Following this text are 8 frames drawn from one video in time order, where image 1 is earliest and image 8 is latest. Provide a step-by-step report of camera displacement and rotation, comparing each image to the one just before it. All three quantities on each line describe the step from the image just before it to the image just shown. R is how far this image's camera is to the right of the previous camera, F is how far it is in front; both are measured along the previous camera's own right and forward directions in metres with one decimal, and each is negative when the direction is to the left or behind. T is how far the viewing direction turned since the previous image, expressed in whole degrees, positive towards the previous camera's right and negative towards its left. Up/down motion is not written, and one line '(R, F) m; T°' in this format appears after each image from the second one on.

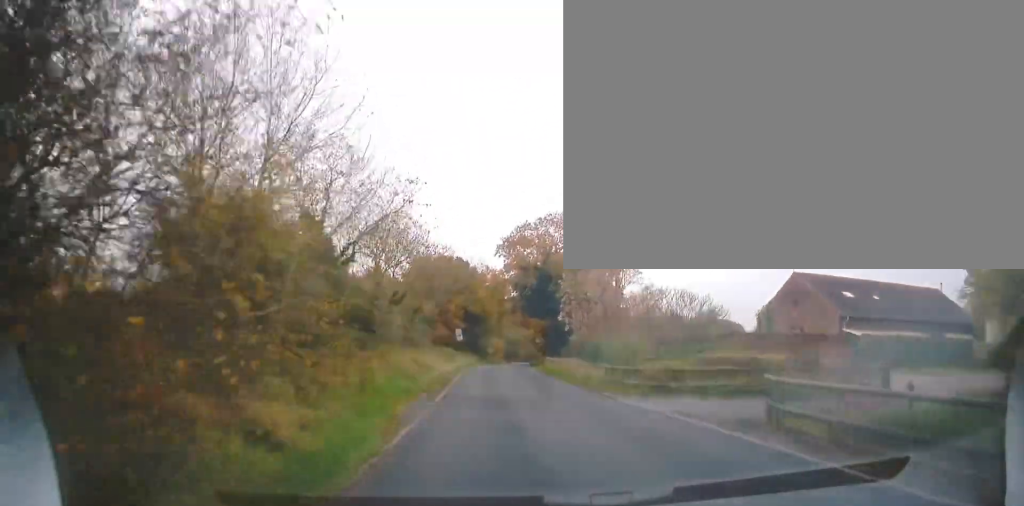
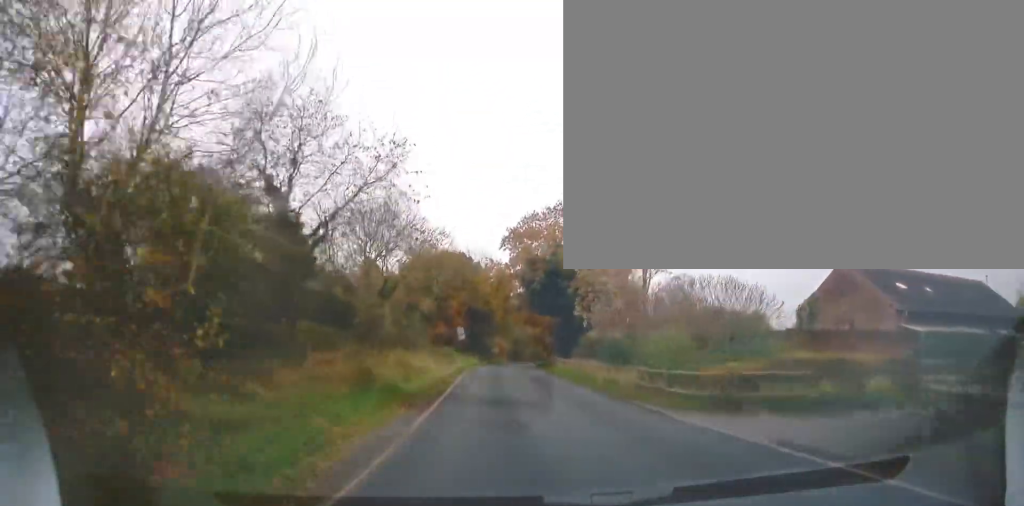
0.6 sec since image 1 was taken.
(-0.1, +4.8) m; -1°
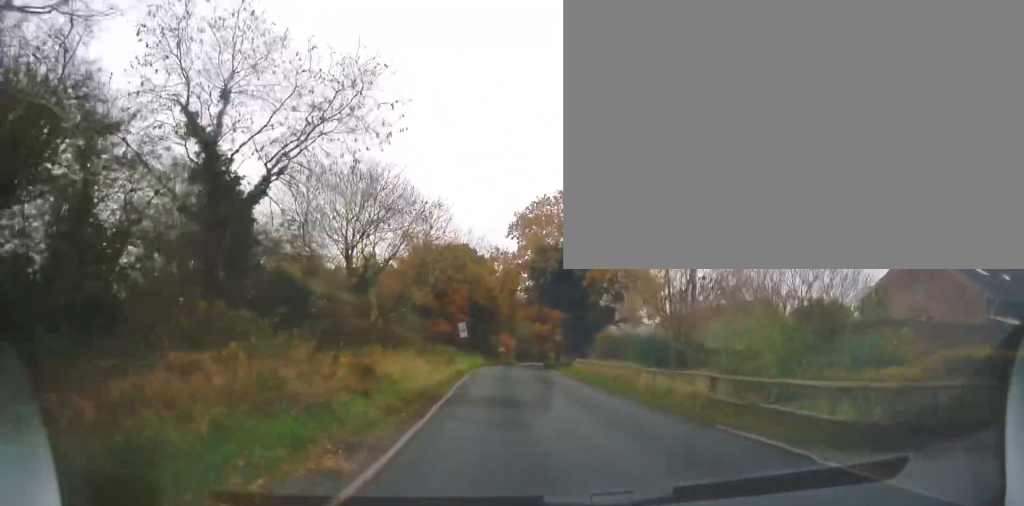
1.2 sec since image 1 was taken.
(0.0, +6.0) m; 0°
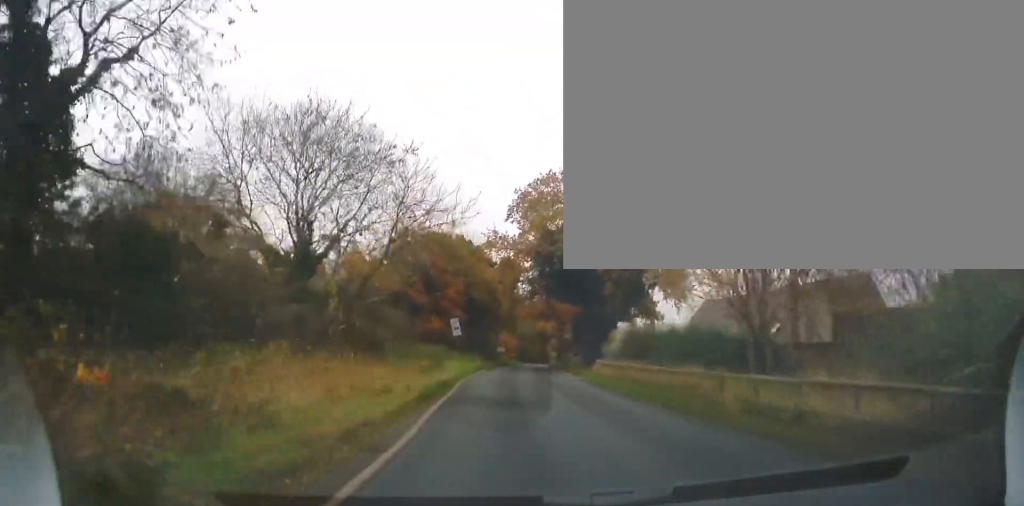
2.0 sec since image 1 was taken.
(0.0, +7.4) m; 0°
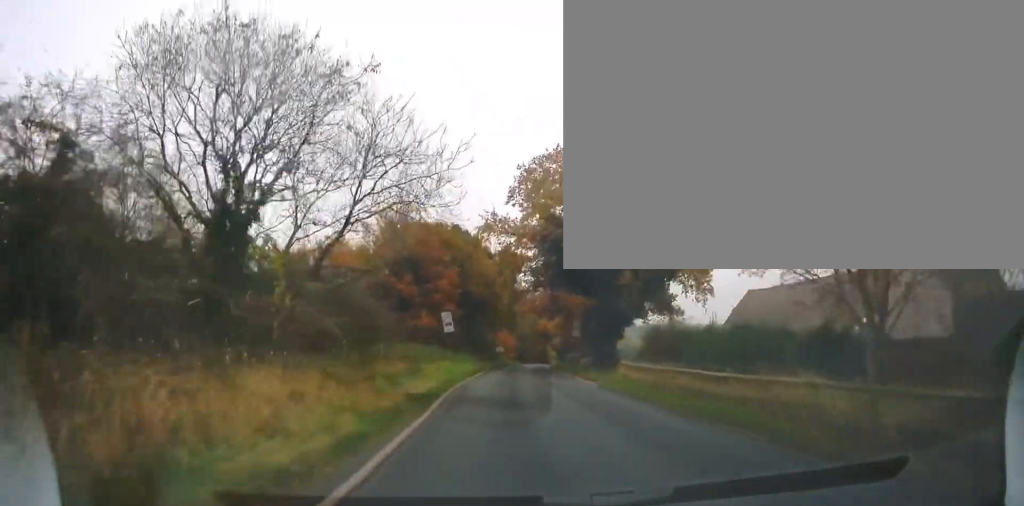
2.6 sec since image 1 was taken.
(0.0, +5.7) m; 0°
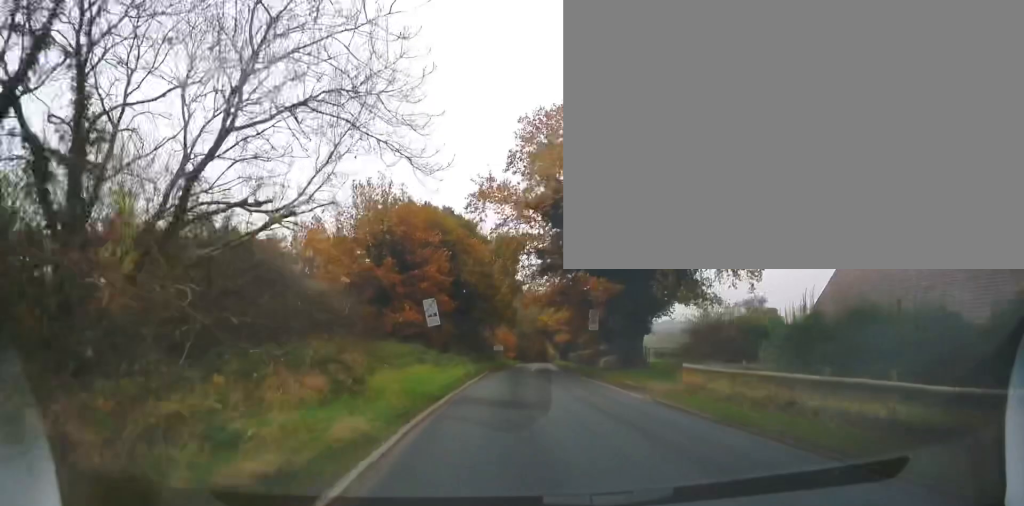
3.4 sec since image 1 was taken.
(0.0, +7.7) m; 0°
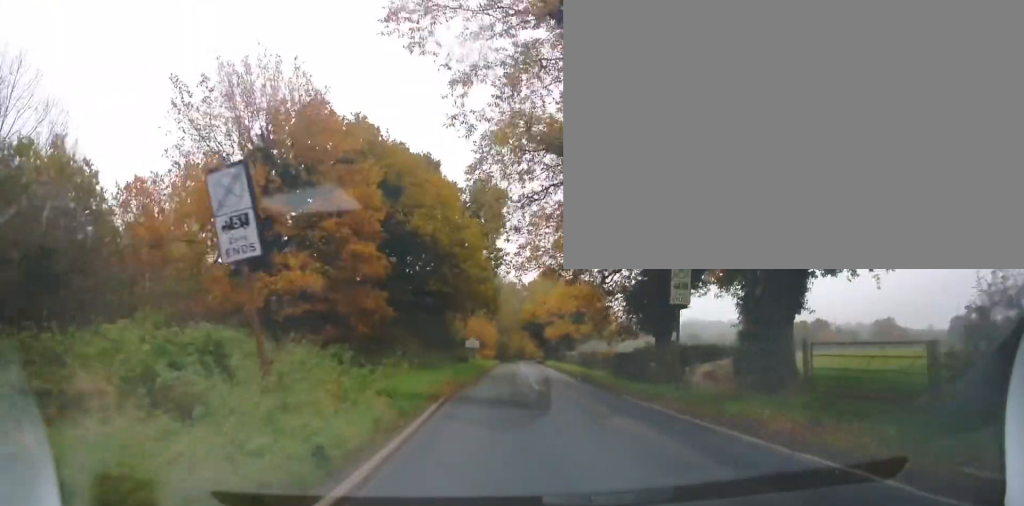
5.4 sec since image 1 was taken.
(0.0, +18.7) m; +2°
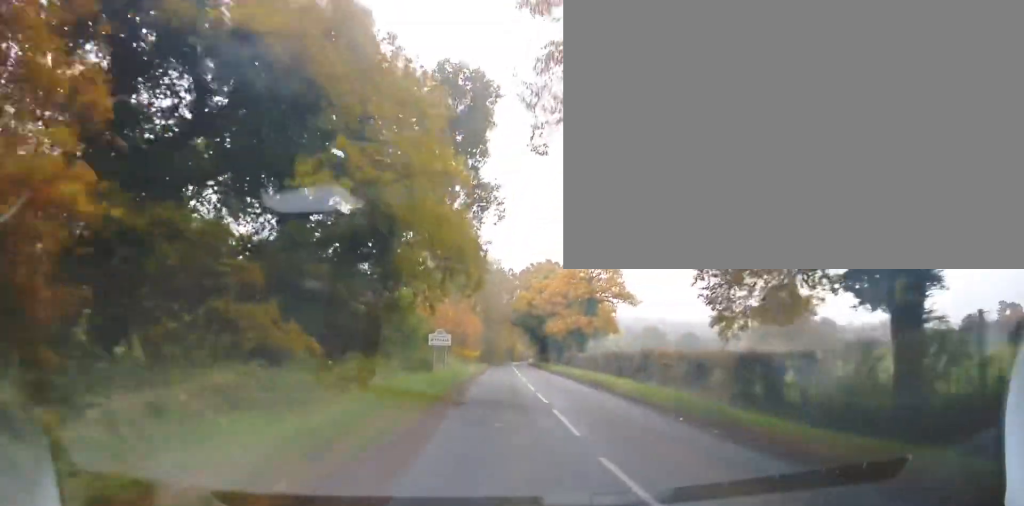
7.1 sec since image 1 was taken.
(+0.7, +17.5) m; +2°
